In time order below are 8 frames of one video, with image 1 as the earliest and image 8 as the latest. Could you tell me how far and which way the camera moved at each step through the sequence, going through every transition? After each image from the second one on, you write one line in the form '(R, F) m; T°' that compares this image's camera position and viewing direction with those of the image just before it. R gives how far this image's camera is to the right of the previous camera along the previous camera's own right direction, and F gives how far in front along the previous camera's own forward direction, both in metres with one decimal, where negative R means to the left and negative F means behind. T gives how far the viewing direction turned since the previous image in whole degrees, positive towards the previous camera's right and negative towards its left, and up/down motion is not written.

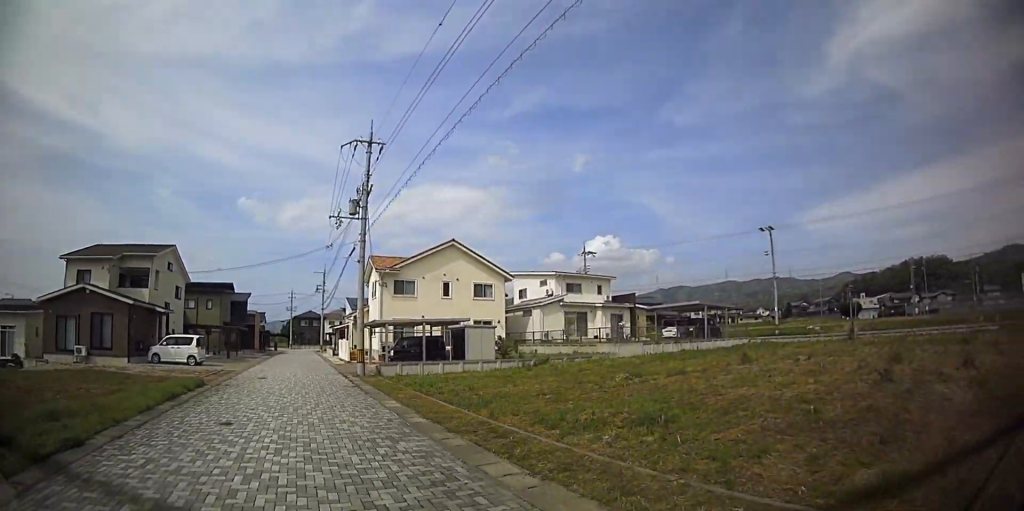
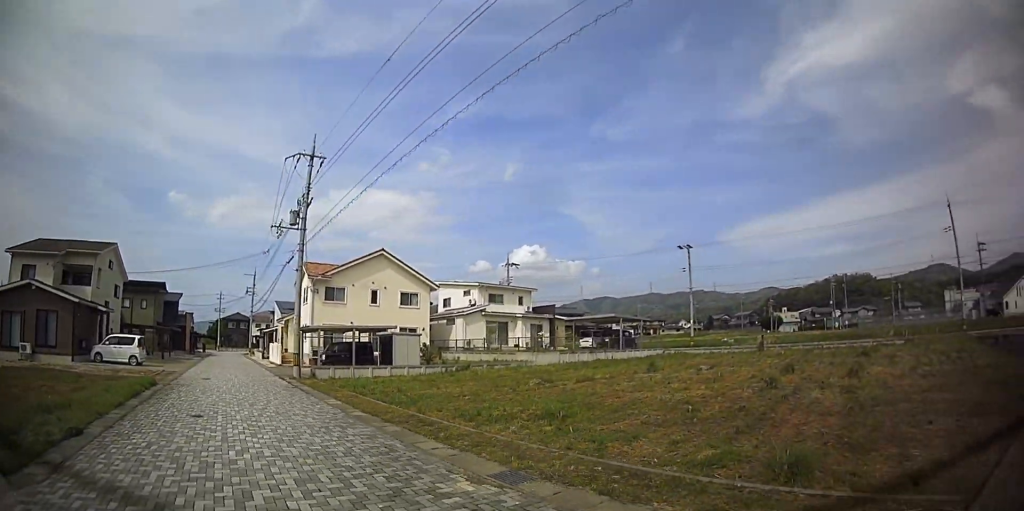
(+0.2, +1.9) m; +8°
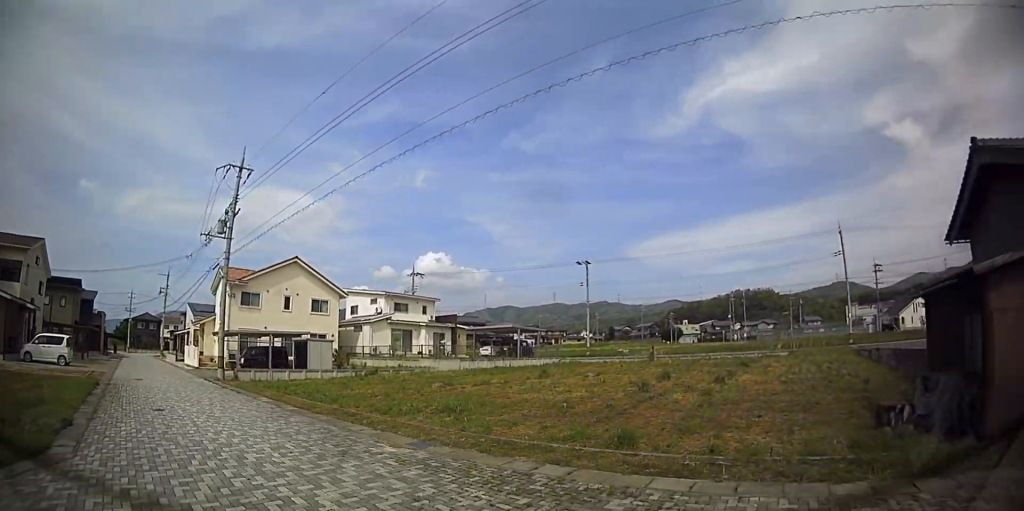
(+0.1, +2.4) m; +6°
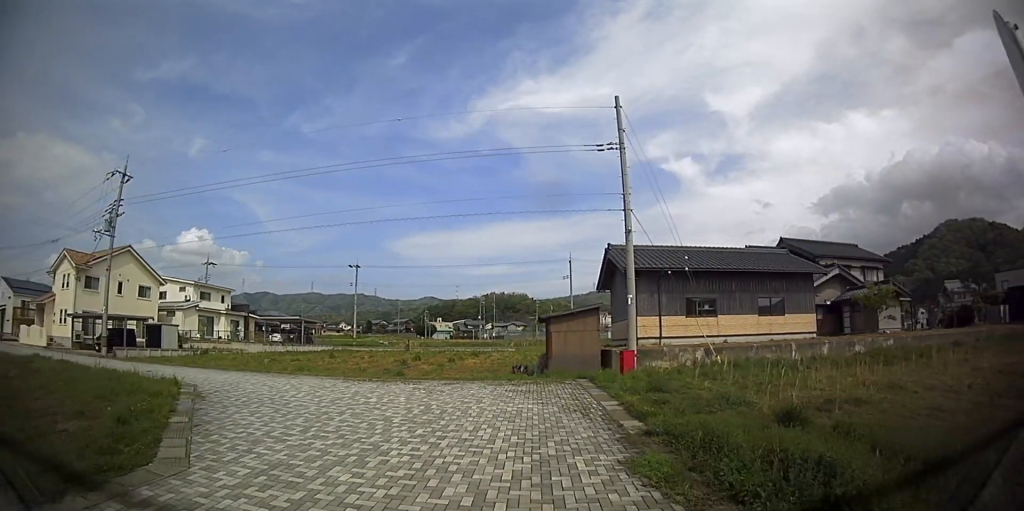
(+4.5, +10.2) m; +40°
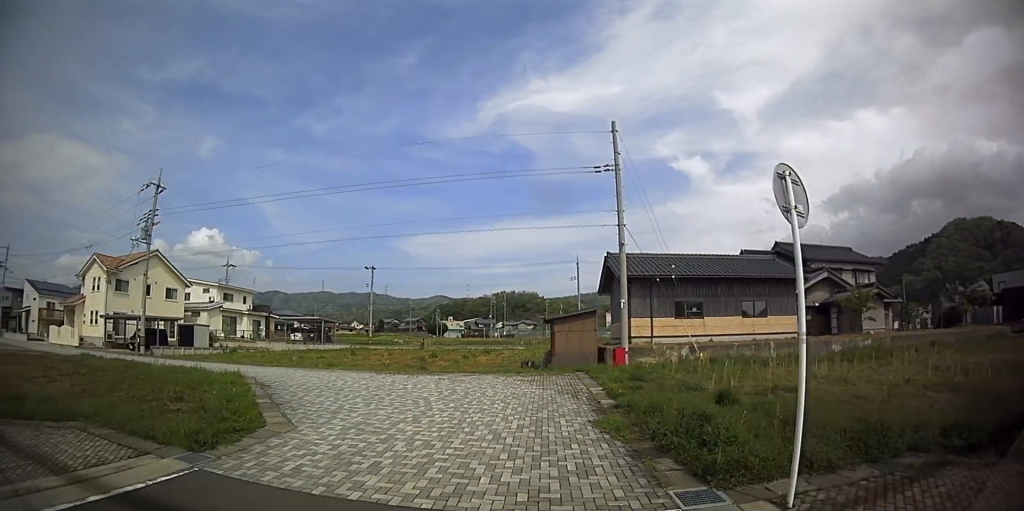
(0.0, +2.7) m; -1°
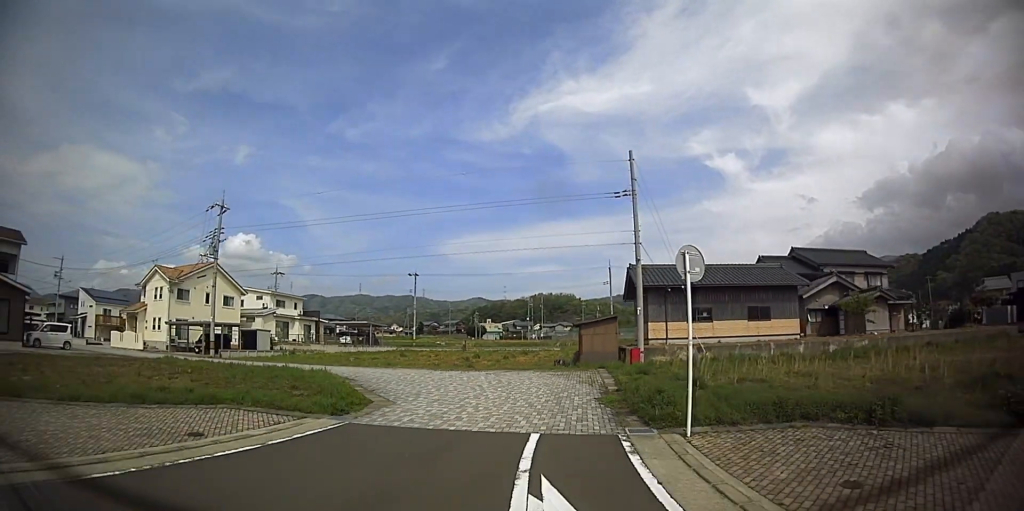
(-0.1, +3.8) m; -17°
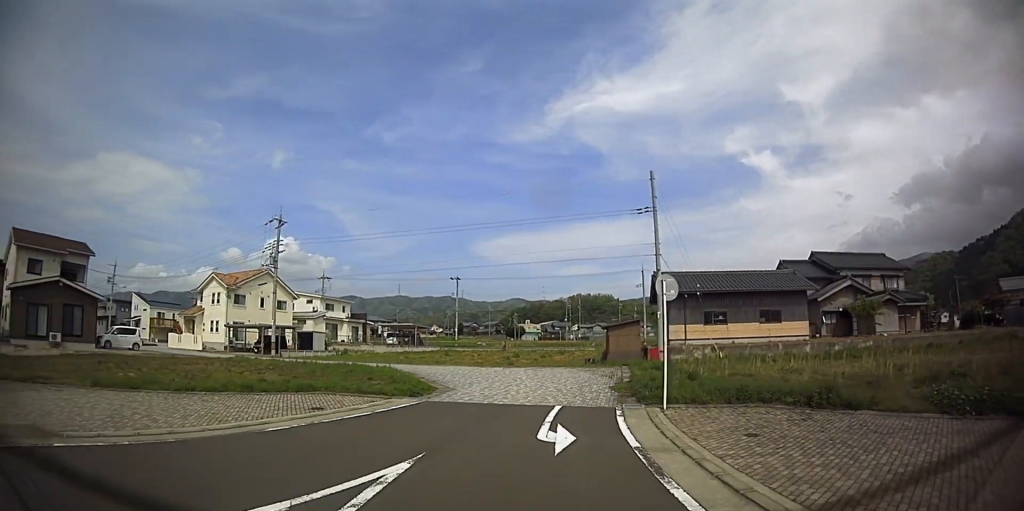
(-1.0, +3.7) m; -16°
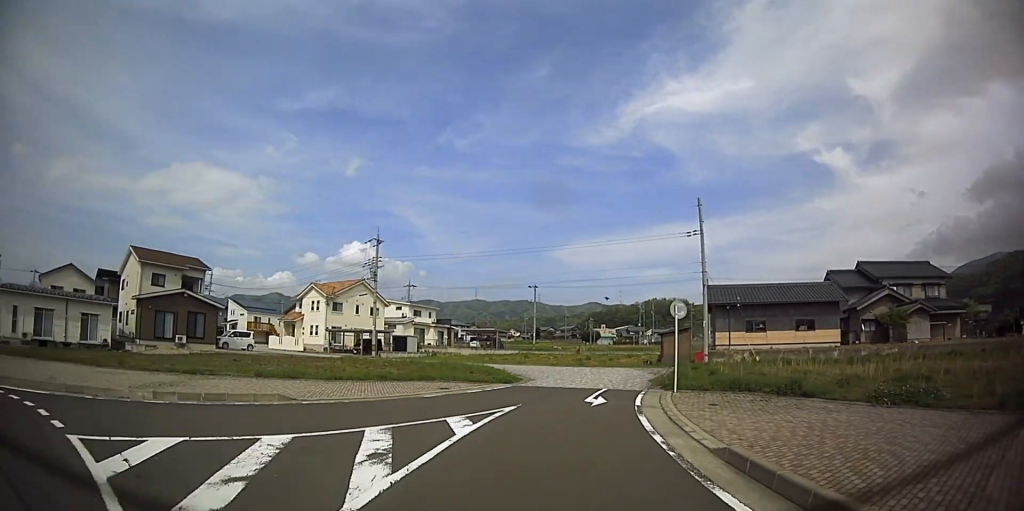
(-0.4, +5.5) m; -9°
